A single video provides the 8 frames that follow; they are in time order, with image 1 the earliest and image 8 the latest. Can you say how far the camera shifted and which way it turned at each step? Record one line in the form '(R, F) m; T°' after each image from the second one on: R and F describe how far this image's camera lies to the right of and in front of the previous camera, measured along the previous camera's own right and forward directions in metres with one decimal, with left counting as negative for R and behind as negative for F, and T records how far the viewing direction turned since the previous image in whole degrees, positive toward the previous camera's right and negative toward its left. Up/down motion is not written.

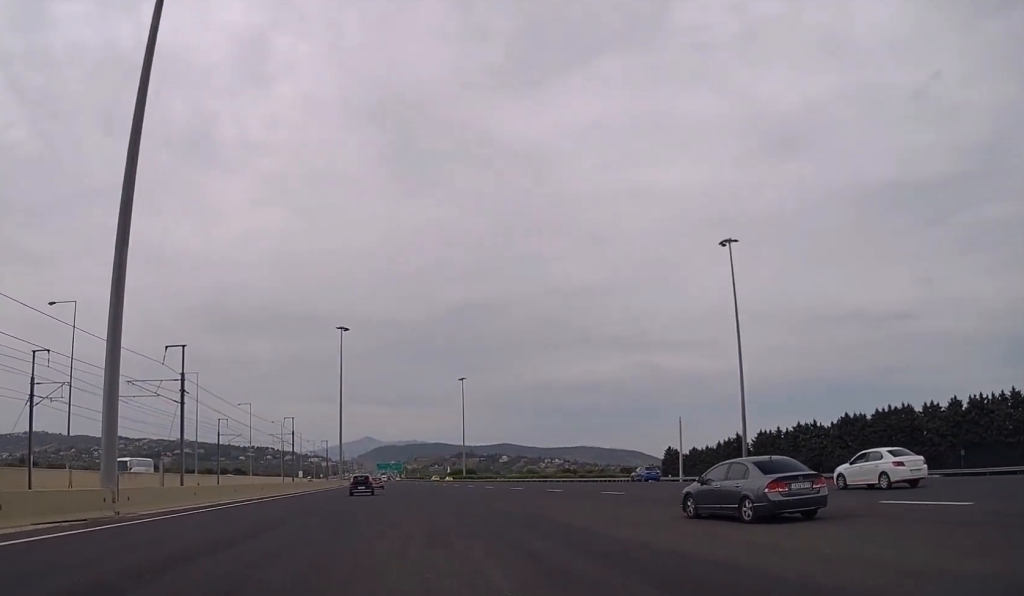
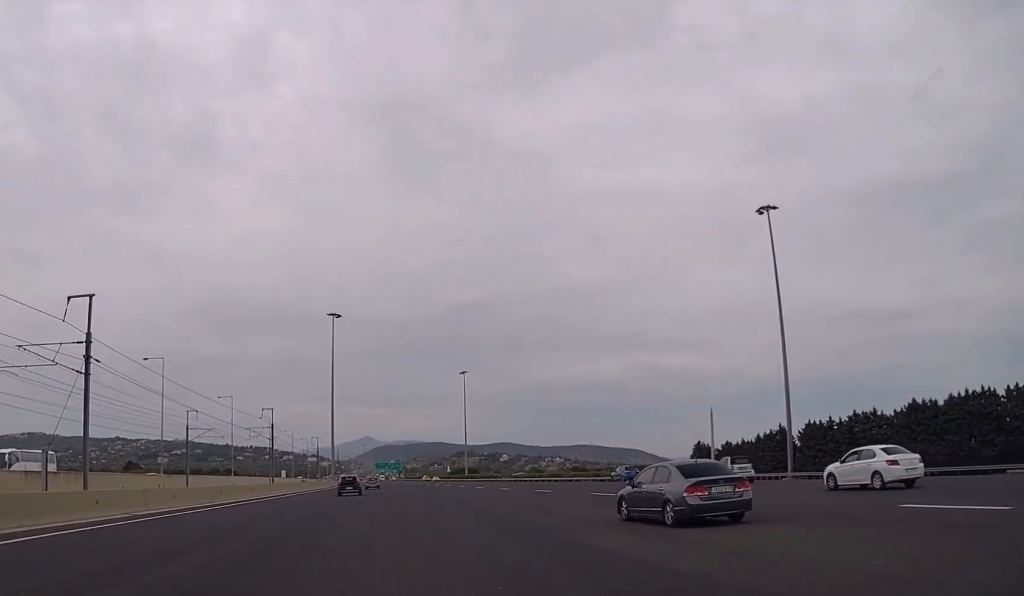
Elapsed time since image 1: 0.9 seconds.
(0.0, +15.1) m; 0°
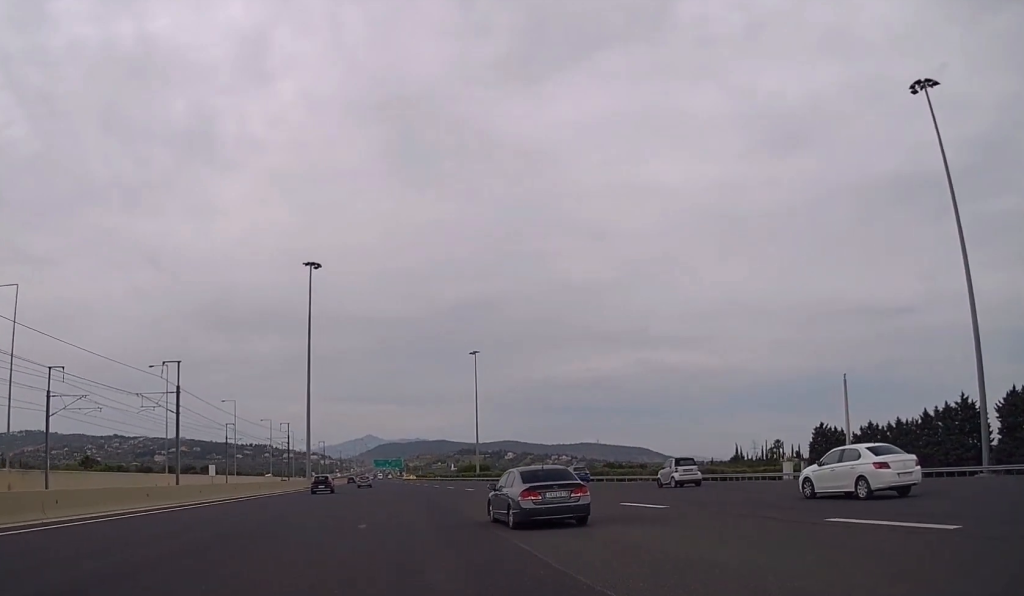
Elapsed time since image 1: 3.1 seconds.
(+0.2, +38.1) m; +1°
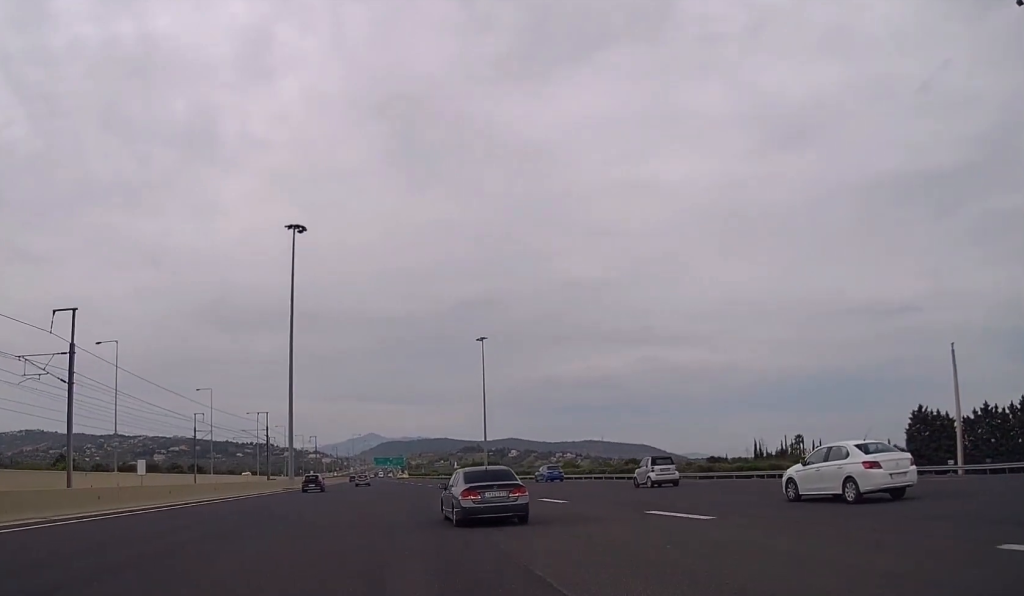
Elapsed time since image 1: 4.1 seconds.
(+0.1, +18.6) m; 0°
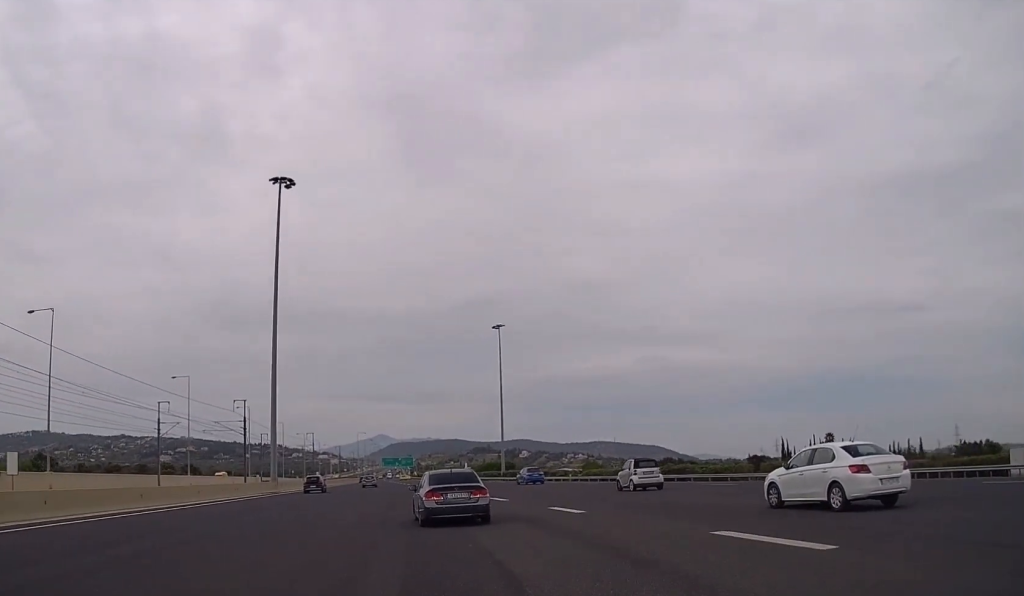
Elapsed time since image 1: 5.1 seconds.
(-0.1, +18.4) m; -1°
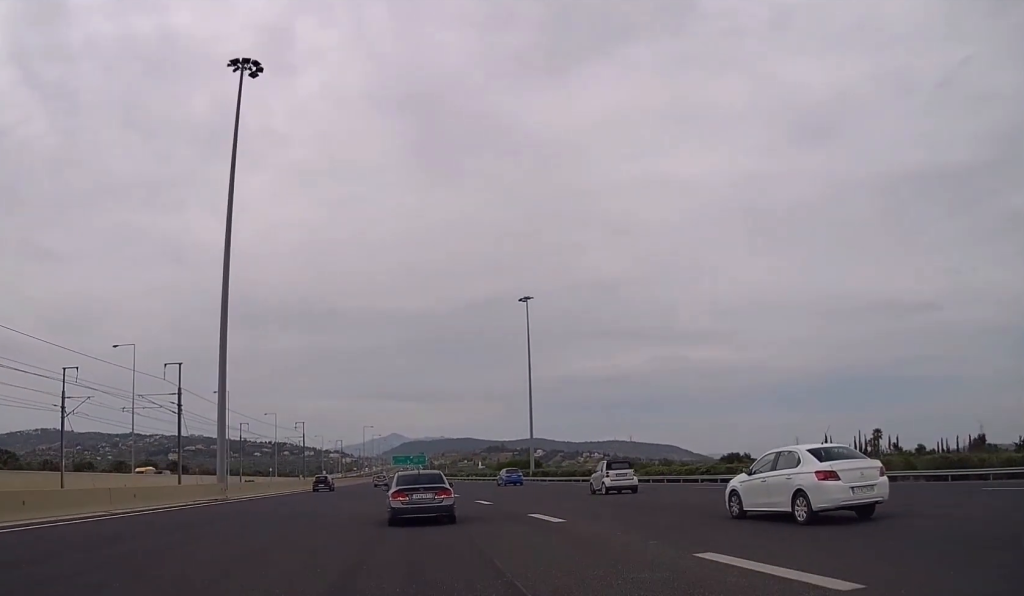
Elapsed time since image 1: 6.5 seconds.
(-0.3, +27.0) m; -1°
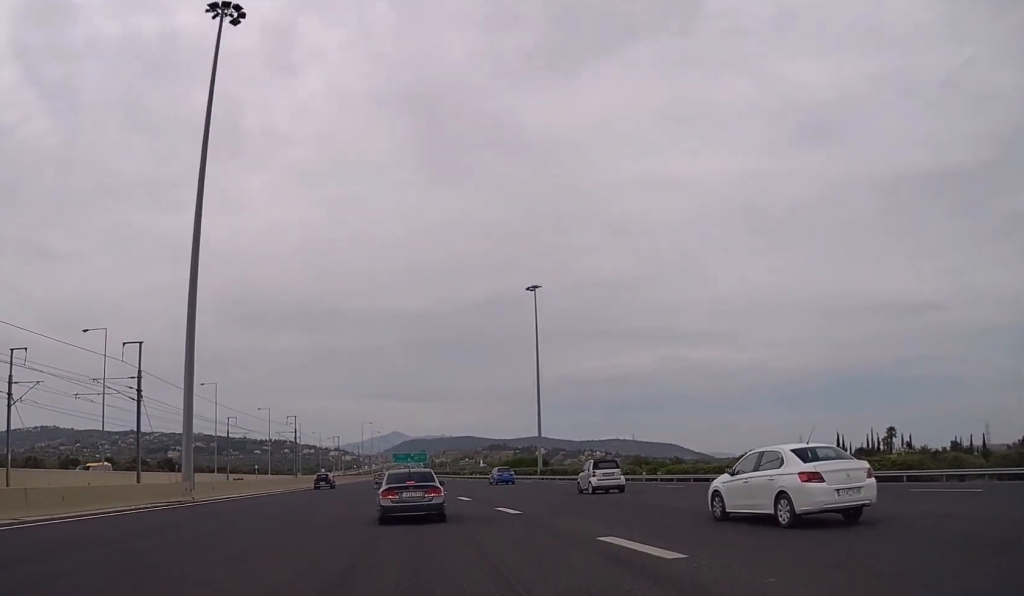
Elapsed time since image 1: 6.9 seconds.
(0.0, +8.4) m; 0°
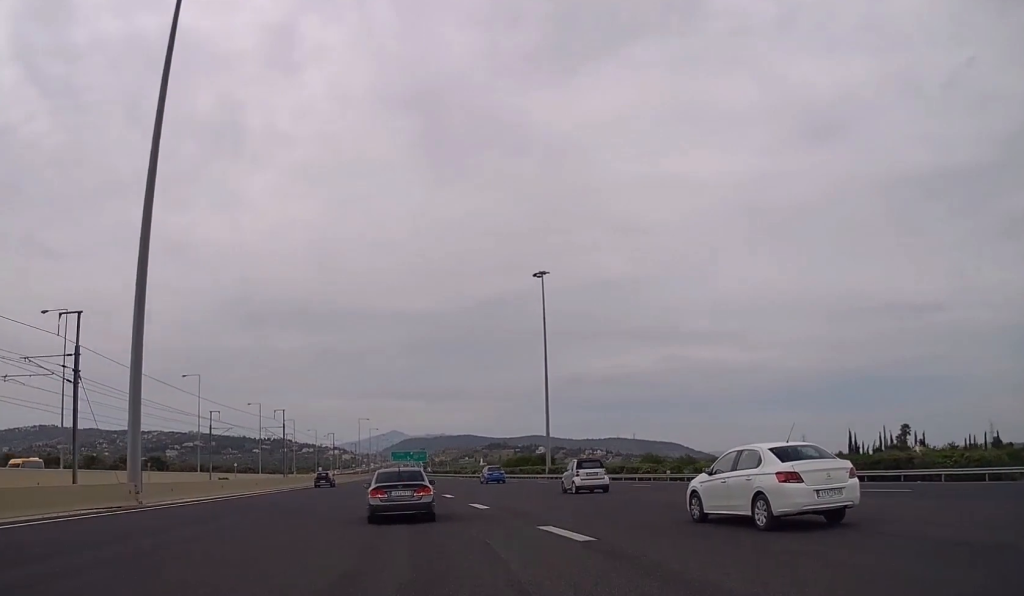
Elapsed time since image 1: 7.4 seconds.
(0.0, +9.7) m; 0°
